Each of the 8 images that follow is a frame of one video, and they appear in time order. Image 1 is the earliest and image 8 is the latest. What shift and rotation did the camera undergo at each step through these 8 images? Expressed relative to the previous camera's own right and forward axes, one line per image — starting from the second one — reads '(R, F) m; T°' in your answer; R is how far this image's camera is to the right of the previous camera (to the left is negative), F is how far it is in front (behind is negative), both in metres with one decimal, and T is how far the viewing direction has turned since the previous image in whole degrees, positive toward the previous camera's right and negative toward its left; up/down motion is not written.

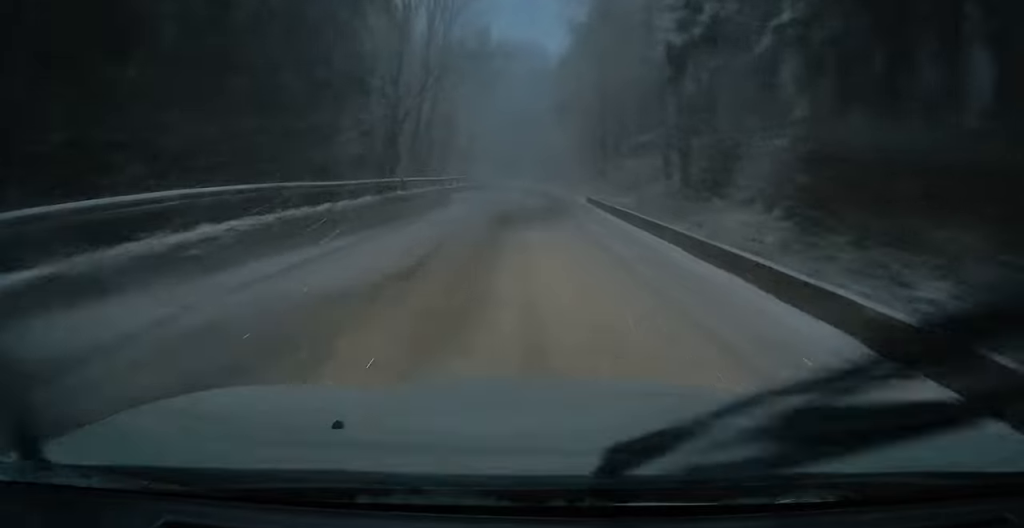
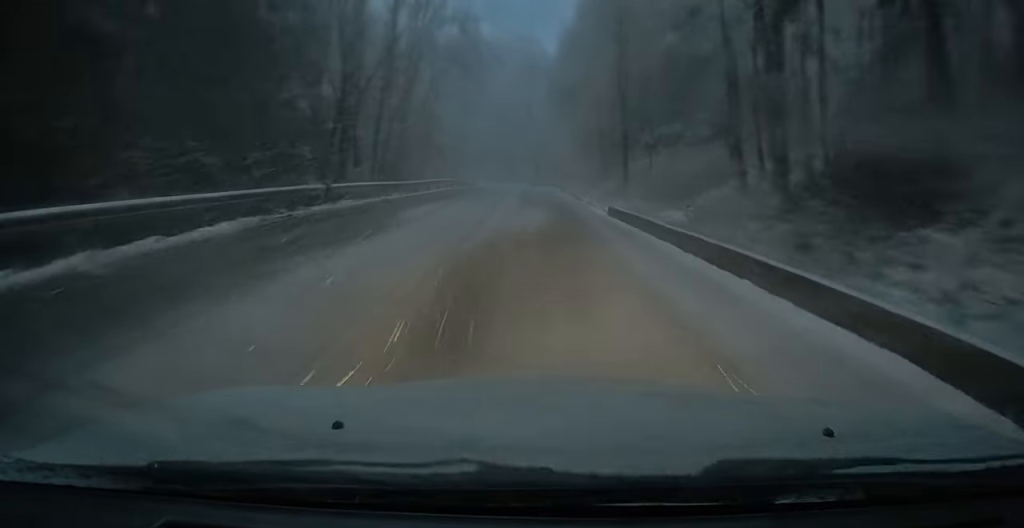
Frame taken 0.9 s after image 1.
(-0.3, +10.4) m; -1°
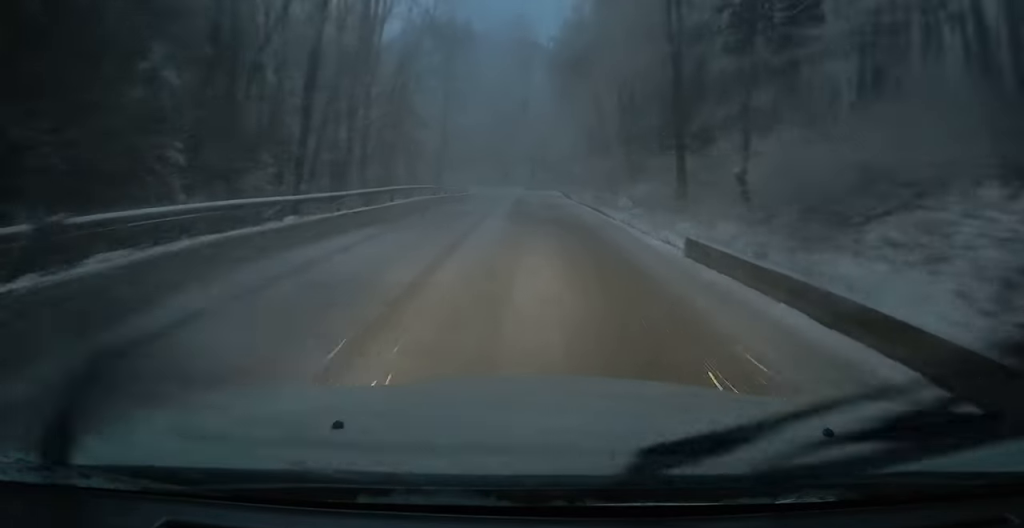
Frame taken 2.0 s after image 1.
(+0.1, +11.7) m; +1°
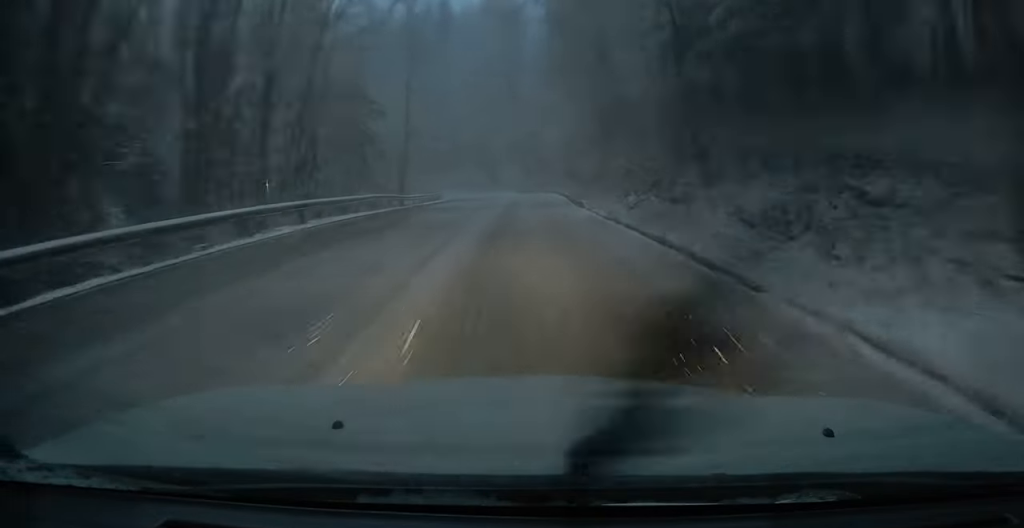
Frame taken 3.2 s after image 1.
(+0.3, +13.9) m; +2°
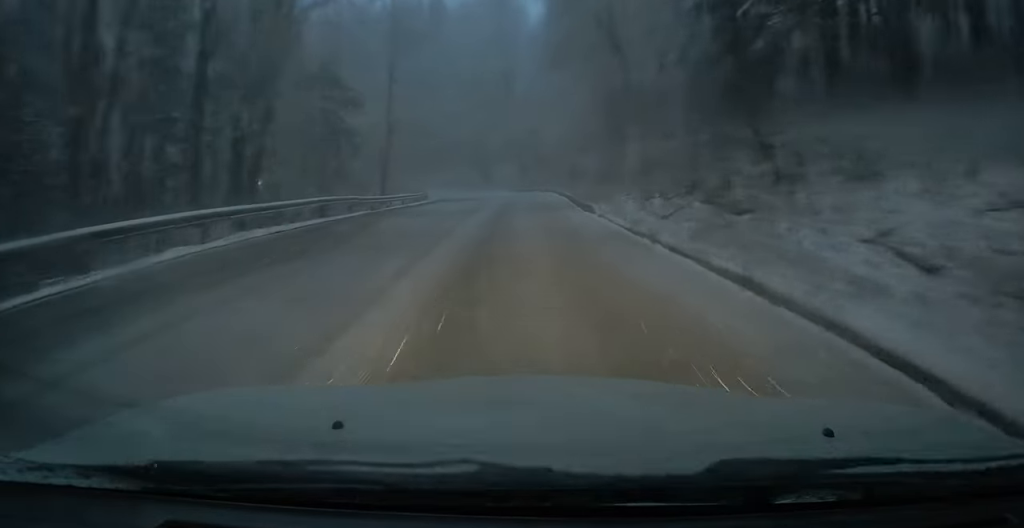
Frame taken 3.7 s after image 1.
(+0.1, +5.2) m; +1°
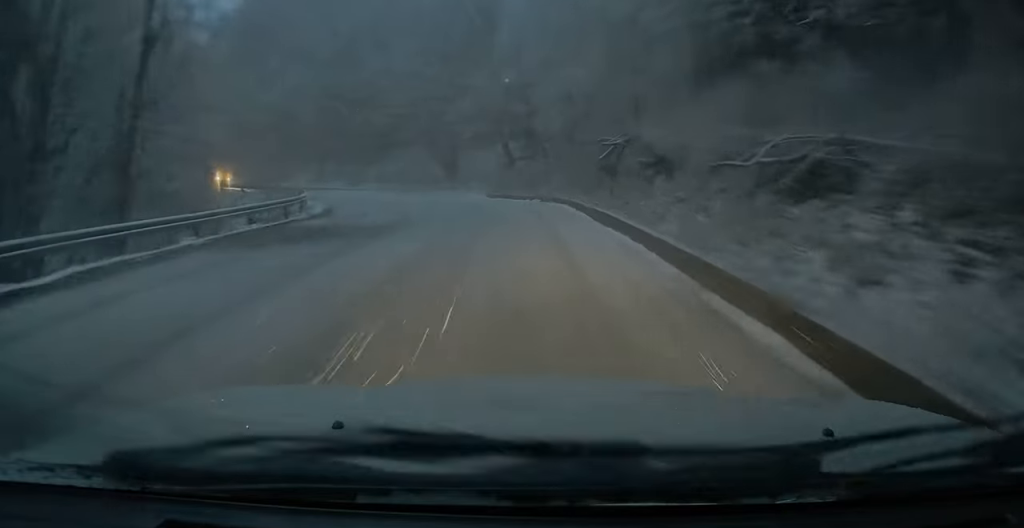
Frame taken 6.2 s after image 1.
(+0.1, +27.5) m; -3°
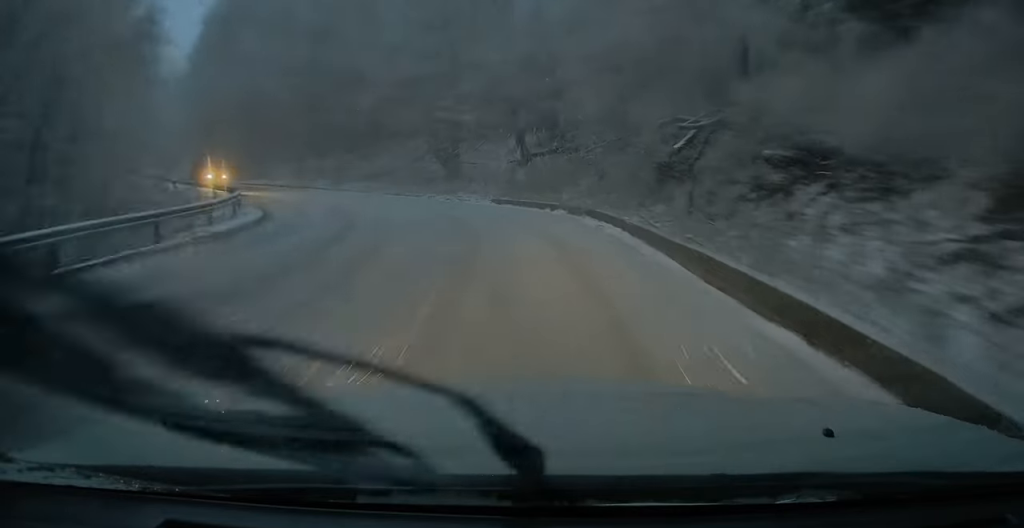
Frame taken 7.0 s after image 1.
(-0.3, +8.6) m; -4°
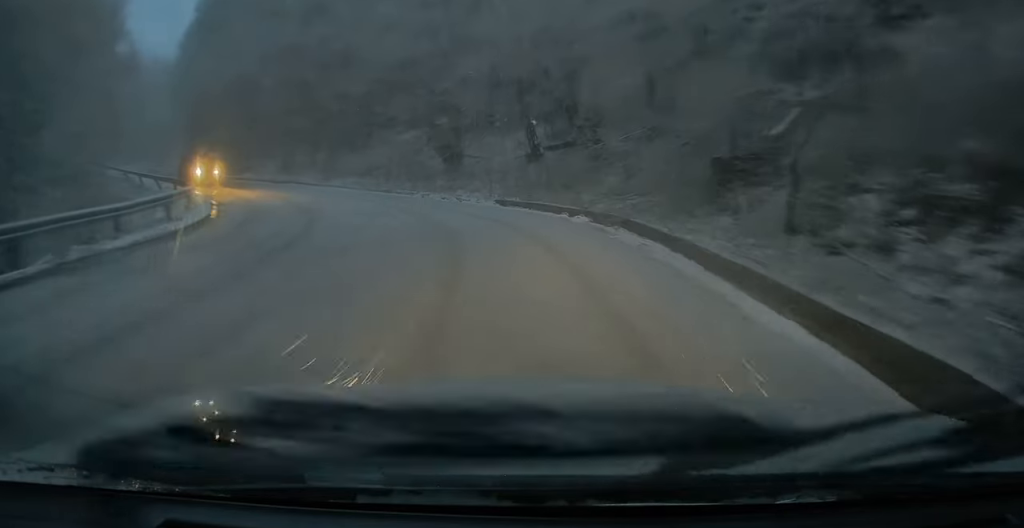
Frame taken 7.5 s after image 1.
(-0.2, +4.7) m; -2°
